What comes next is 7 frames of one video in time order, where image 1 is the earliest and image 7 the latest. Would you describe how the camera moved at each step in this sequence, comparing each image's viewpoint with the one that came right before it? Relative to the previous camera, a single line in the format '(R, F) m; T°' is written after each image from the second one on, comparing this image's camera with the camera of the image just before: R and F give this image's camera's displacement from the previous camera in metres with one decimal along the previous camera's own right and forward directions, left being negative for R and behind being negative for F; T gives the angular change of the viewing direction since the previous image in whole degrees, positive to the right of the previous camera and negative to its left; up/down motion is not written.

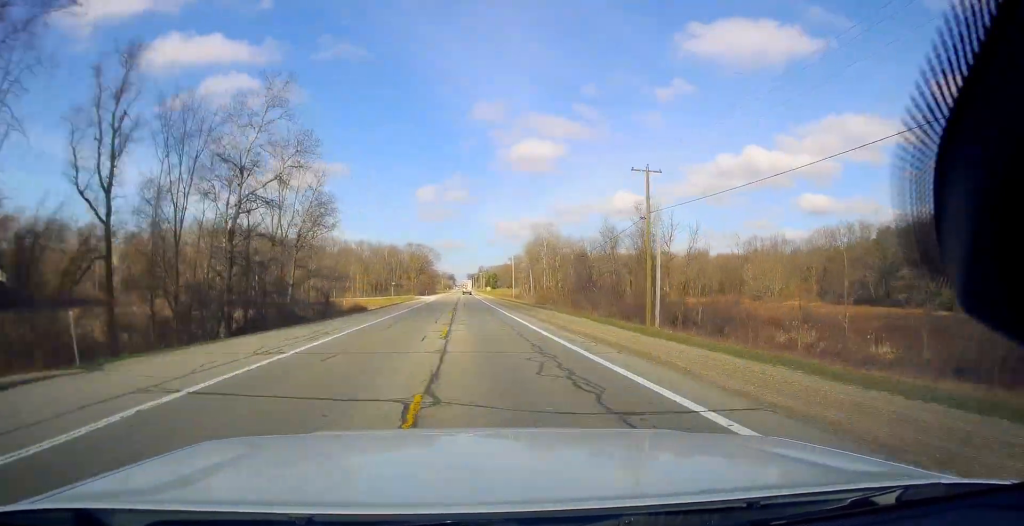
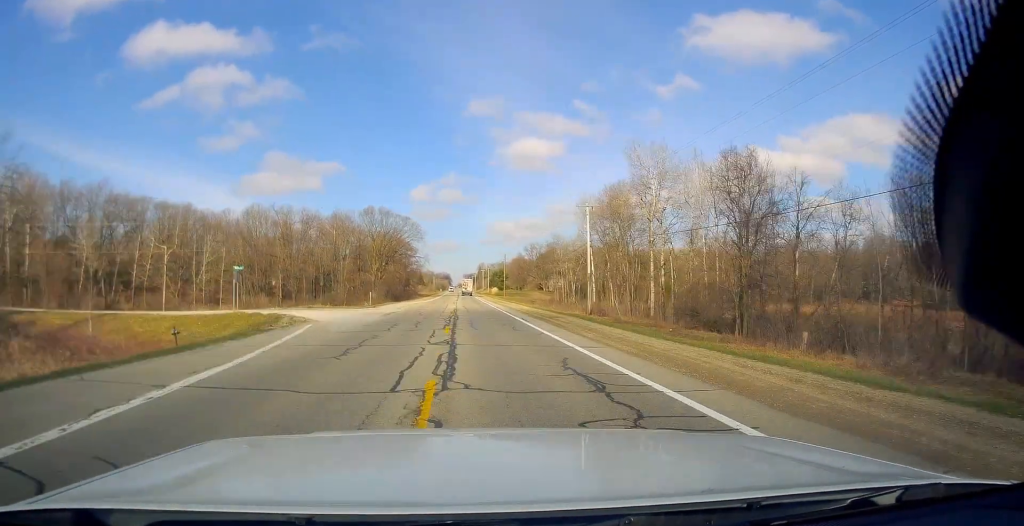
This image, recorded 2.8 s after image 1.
(-0.5, +90.2) m; 0°
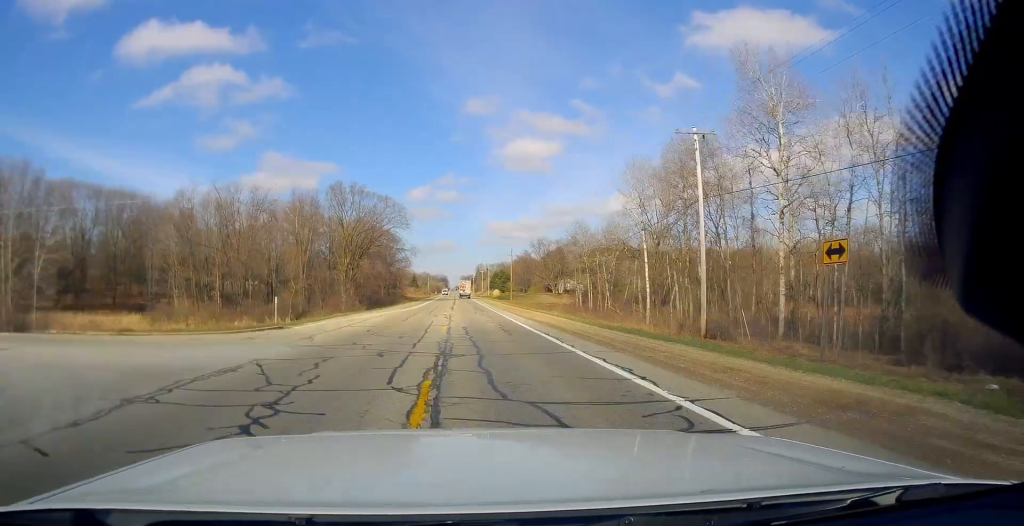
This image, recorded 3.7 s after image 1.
(+0.7, +29.0) m; +1°
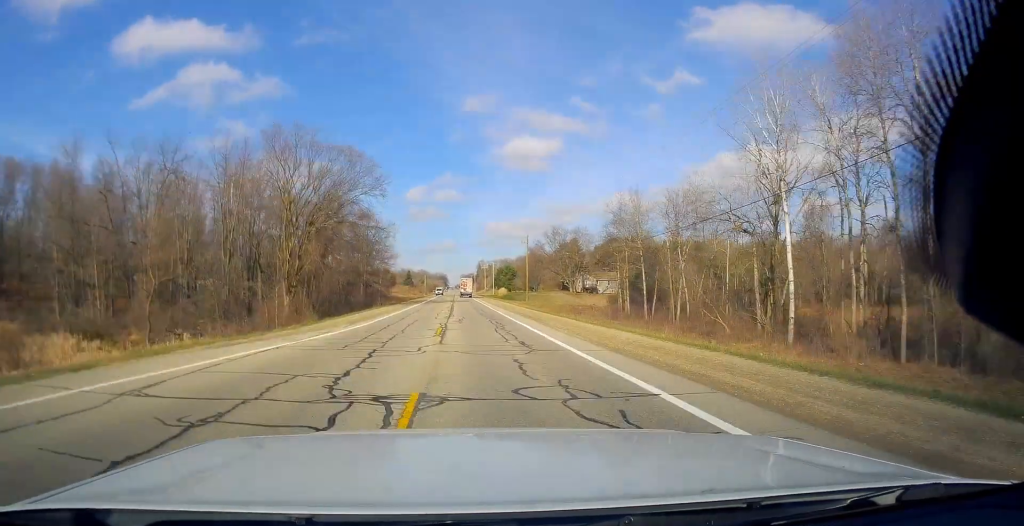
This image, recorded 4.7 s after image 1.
(-0.5, +33.0) m; -1°
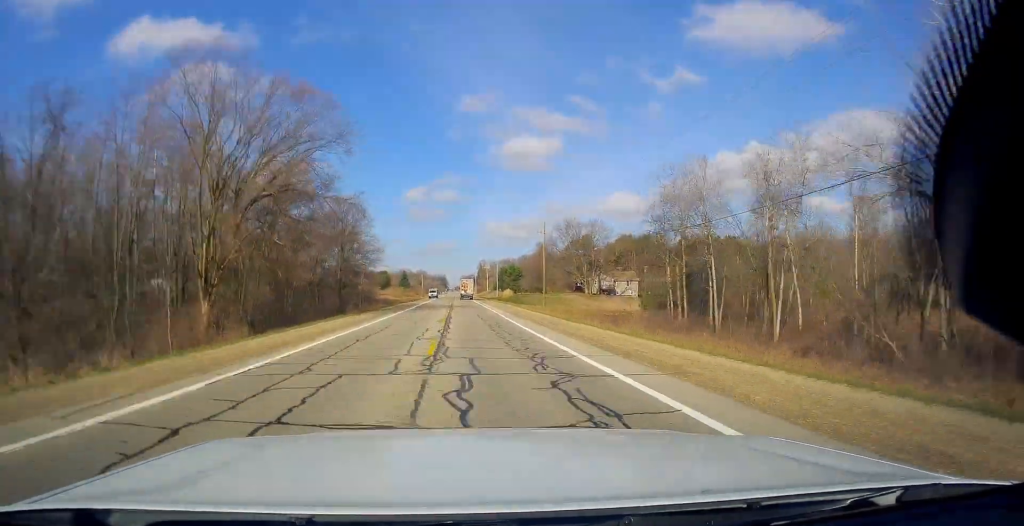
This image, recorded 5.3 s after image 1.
(0.0, +20.0) m; 0°
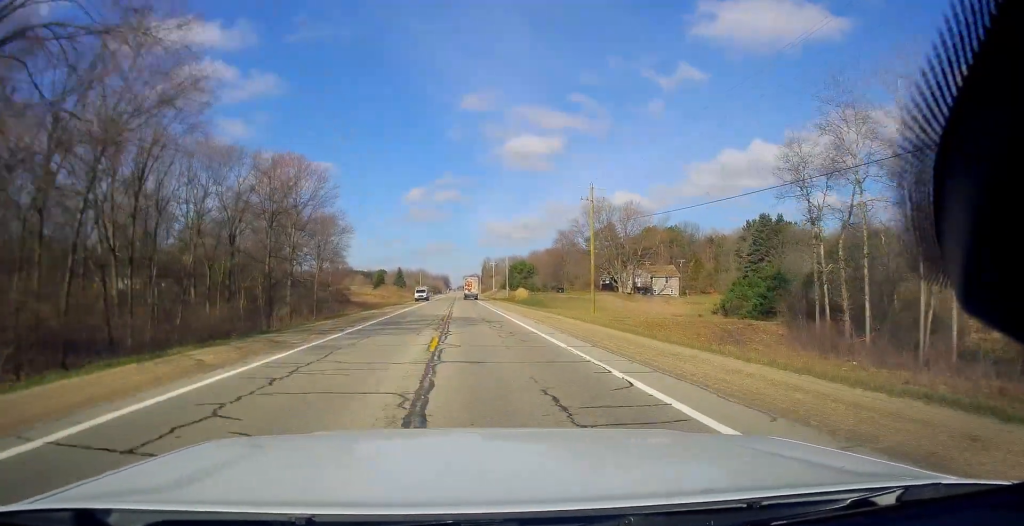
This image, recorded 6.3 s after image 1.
(0.0, +30.5) m; 0°
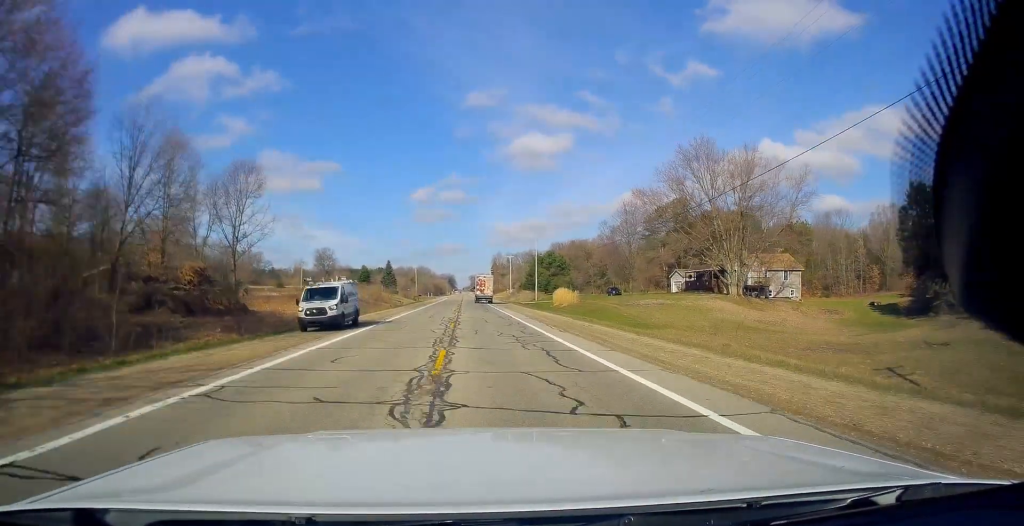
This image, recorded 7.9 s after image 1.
(0.0, +49.6) m; 0°
